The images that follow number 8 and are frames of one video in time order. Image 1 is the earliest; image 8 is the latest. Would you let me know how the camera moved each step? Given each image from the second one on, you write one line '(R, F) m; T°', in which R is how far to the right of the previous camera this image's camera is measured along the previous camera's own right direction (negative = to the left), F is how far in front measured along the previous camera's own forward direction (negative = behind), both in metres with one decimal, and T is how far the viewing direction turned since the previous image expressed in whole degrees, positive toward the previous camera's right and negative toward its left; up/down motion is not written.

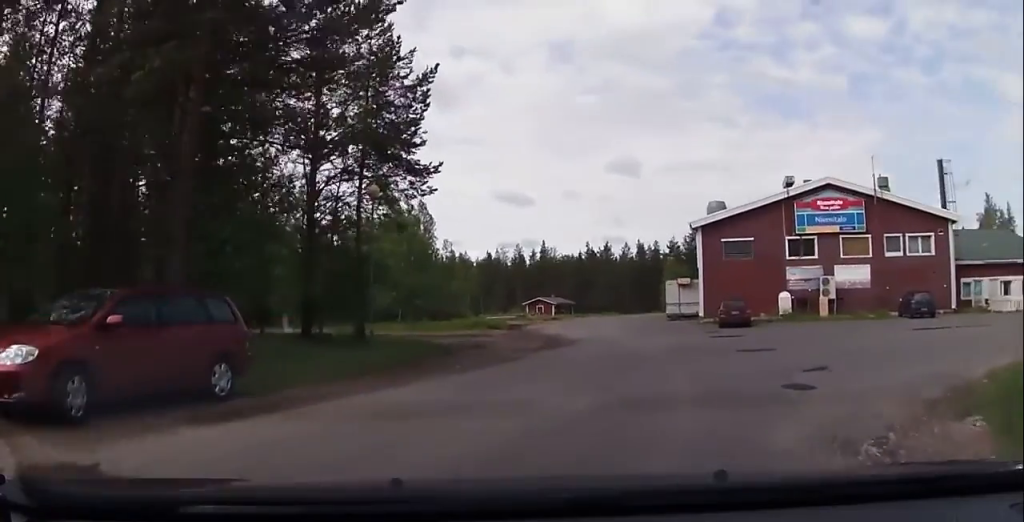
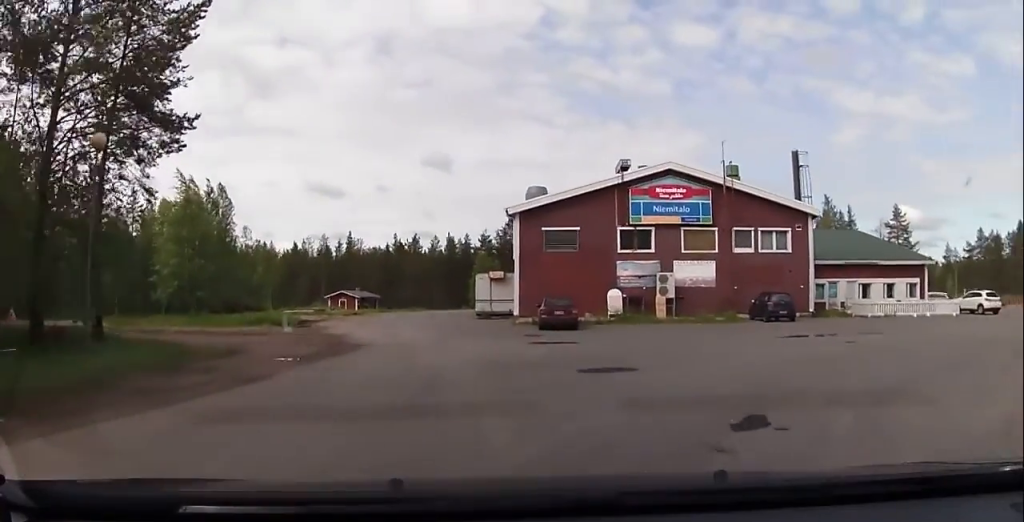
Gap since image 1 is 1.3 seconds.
(+1.4, +5.1) m; +21°
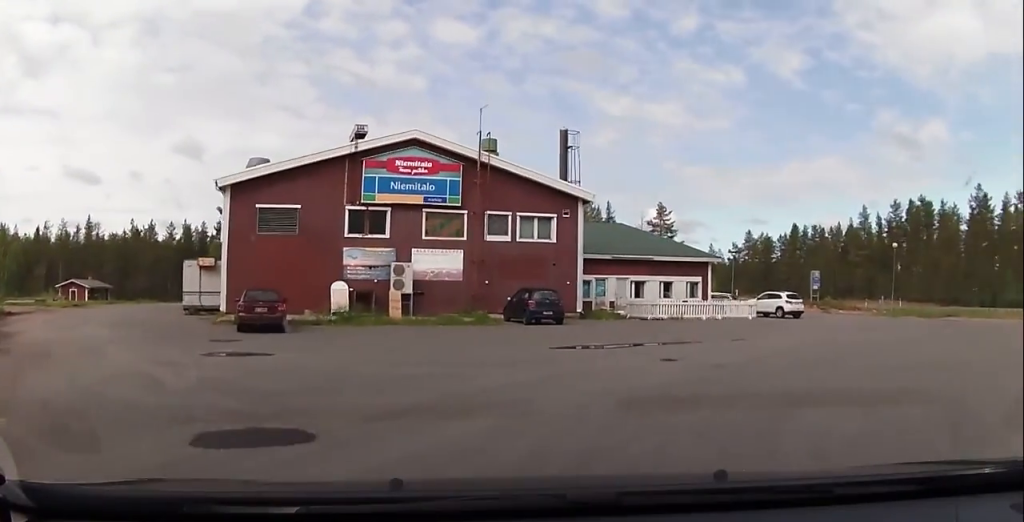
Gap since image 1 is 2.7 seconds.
(+0.6, +6.1) m; +19°
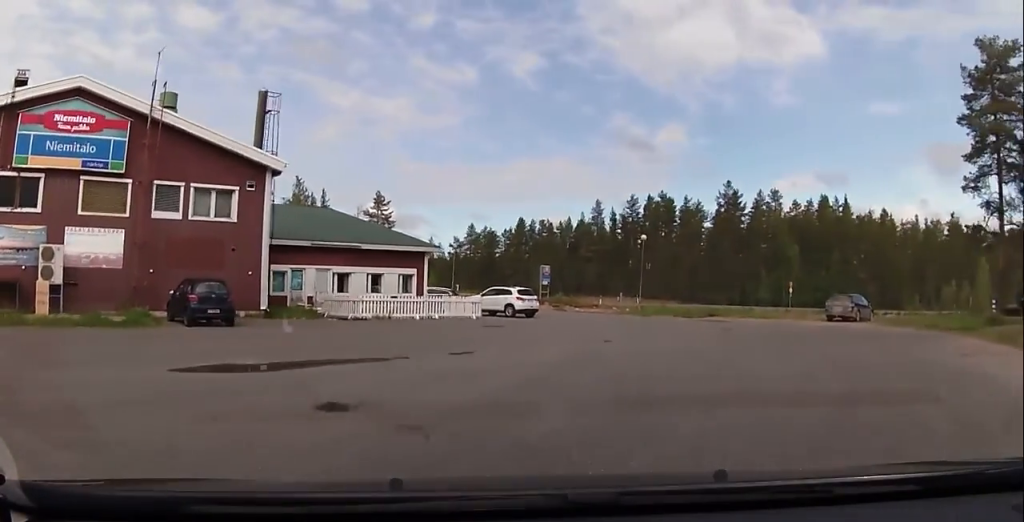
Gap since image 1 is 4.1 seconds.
(+1.5, +6.0) m; +25°
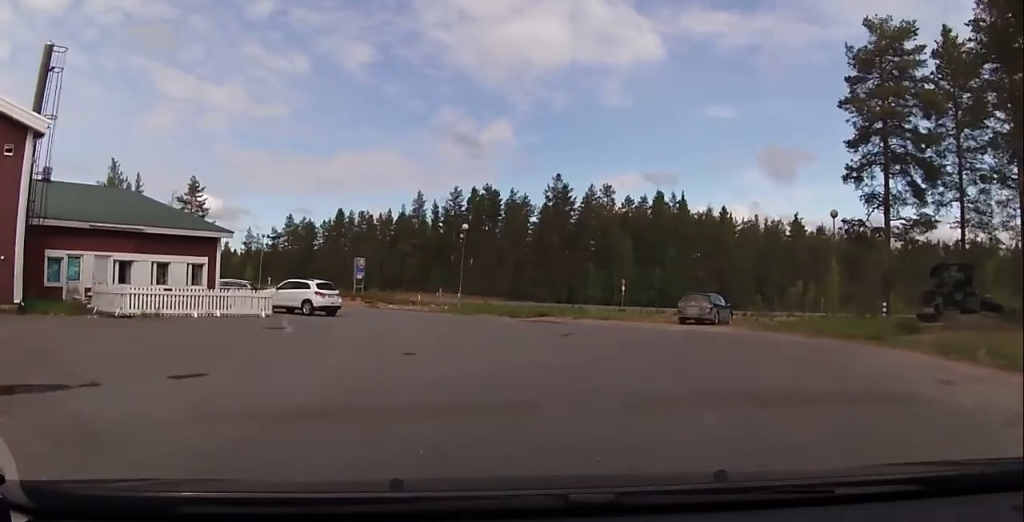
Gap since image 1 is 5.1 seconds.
(+0.6, +5.1) m; +15°
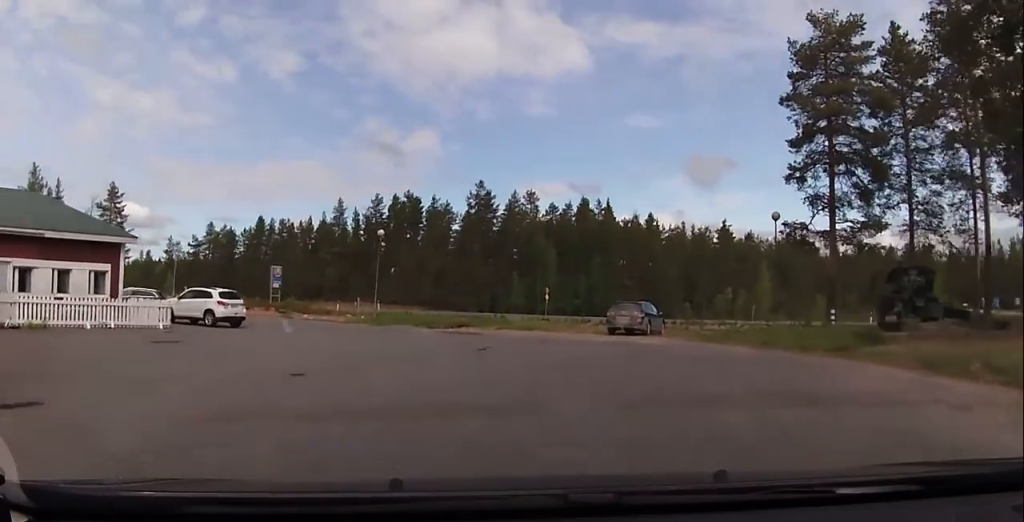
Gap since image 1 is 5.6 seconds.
(+0.2, +2.2) m; +6°
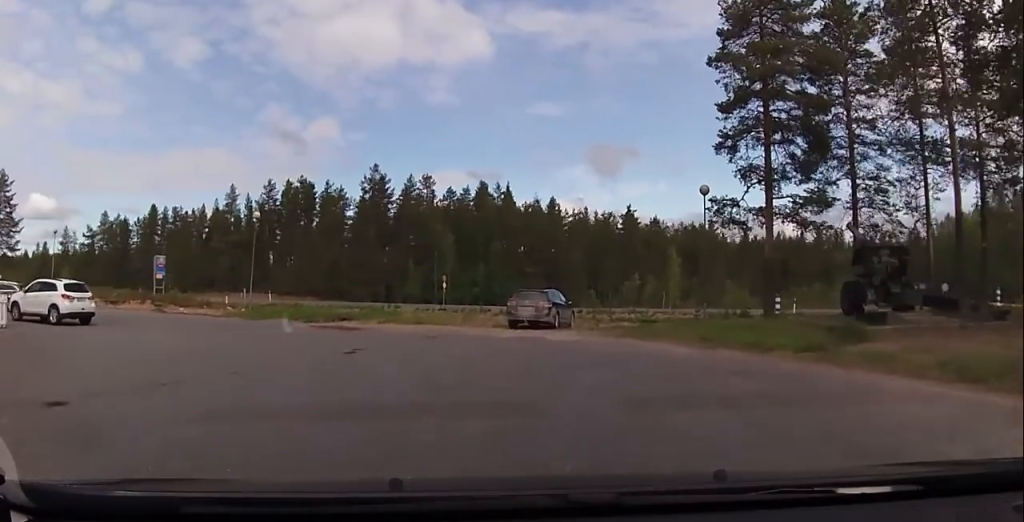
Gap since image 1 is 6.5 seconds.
(+0.5, +4.3) m; +9°
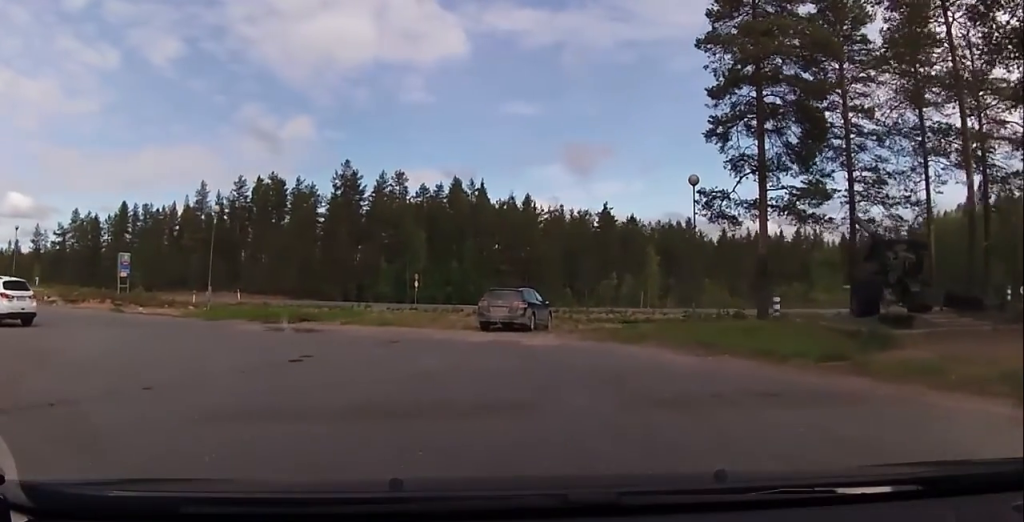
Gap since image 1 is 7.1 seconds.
(+0.1, +2.4) m; +3°
